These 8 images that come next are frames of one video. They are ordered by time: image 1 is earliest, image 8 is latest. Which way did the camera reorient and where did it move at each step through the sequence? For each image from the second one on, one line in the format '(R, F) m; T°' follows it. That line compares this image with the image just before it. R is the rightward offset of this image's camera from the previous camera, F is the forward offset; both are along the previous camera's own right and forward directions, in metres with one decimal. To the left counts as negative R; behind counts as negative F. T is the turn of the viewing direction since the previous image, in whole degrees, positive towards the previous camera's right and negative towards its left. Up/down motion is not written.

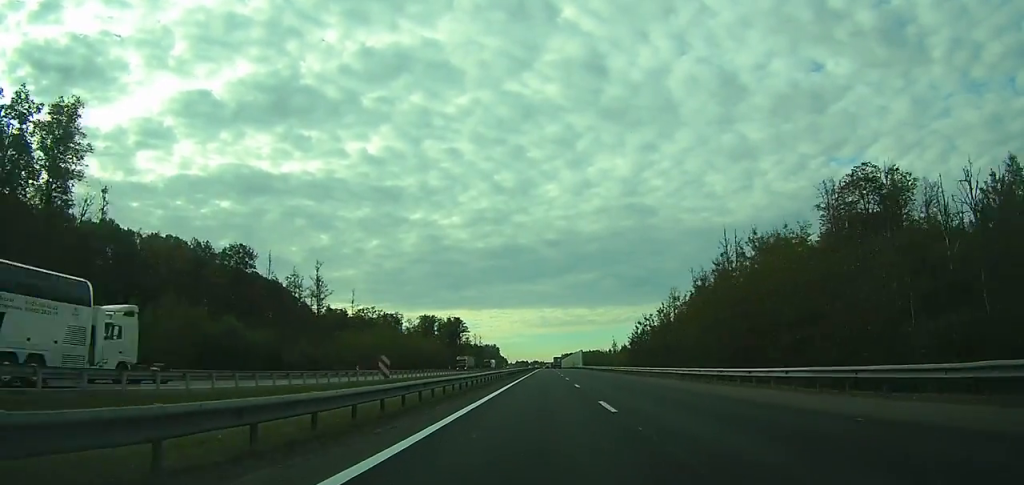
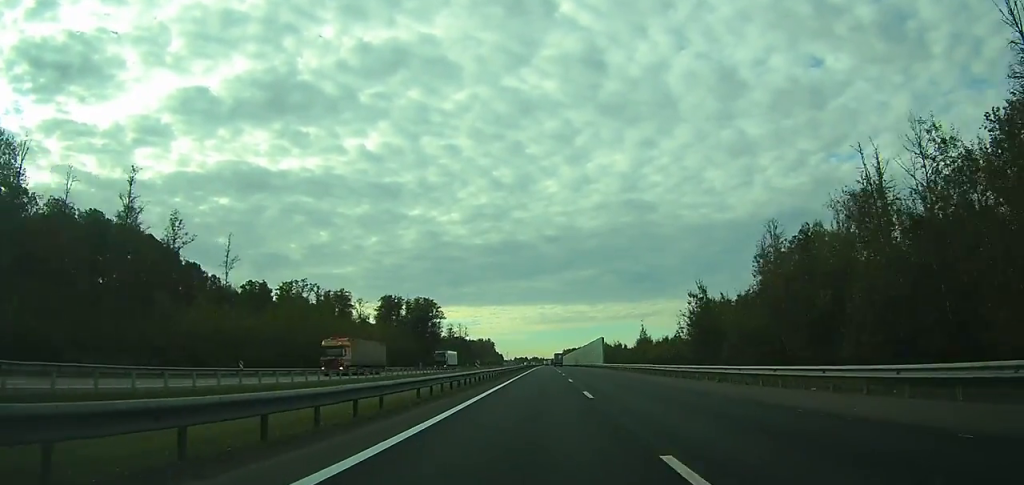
(+0.1, +61.5) m; 0°
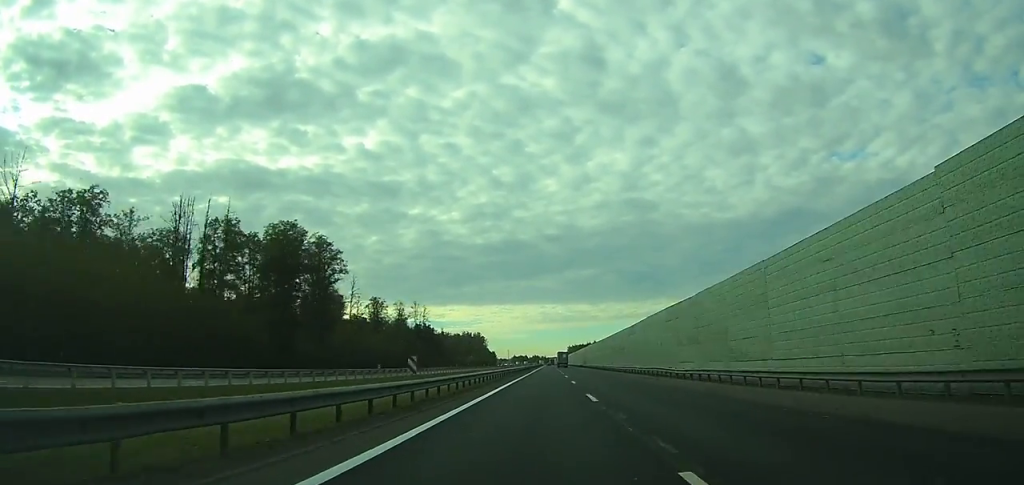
(0.0, +96.9) m; 0°
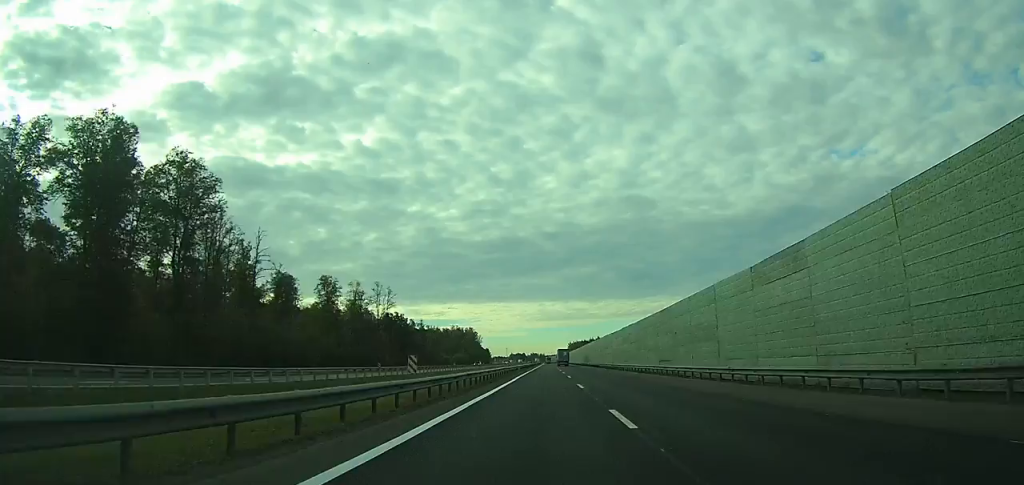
(0.0, +38.2) m; 0°
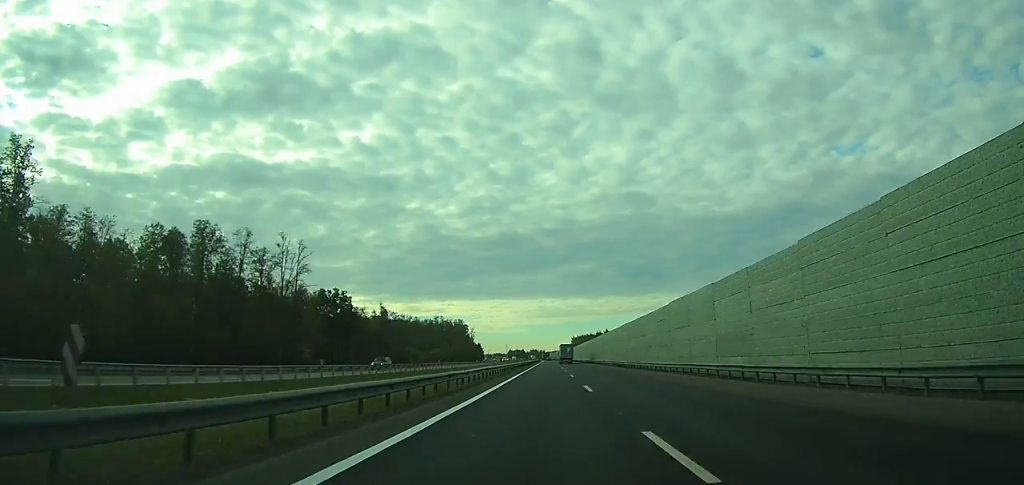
(0.0, +50.5) m; 0°
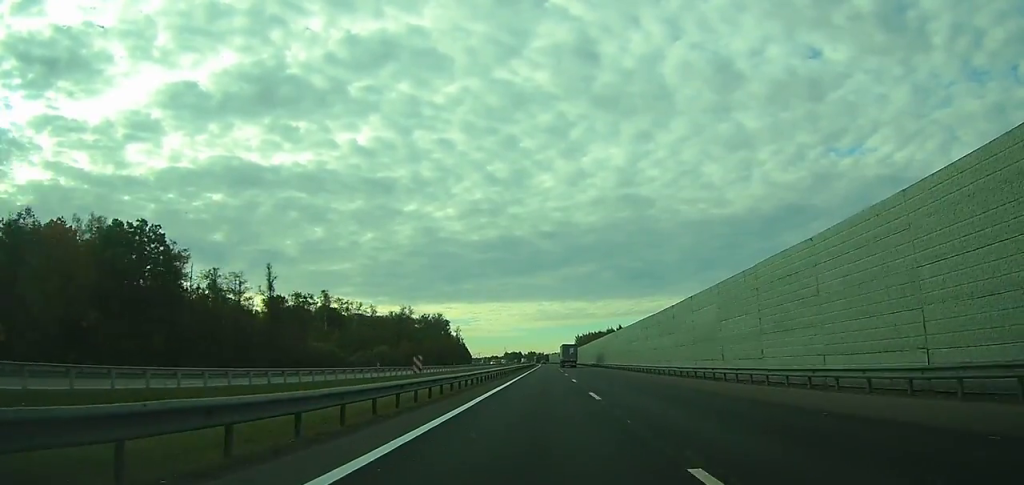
(0.0, +68.5) m; 0°
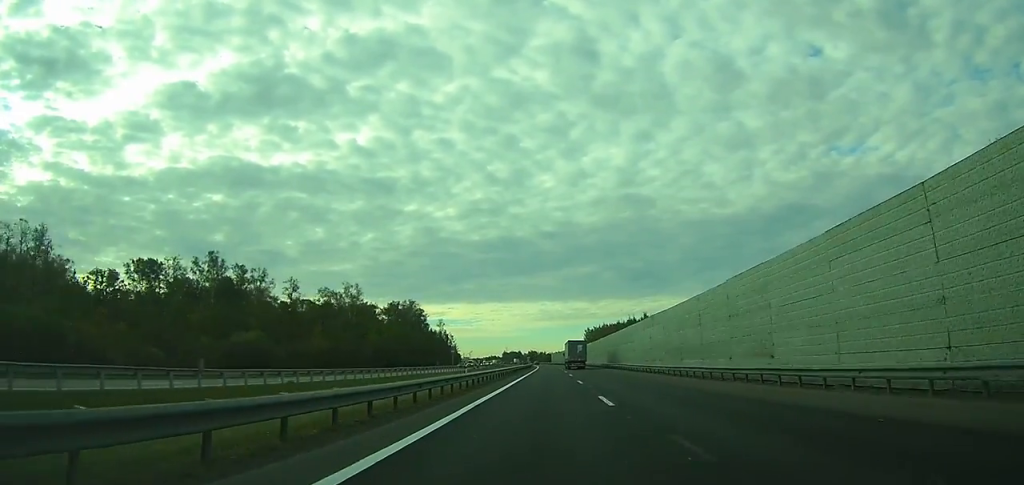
(0.0, +69.8) m; 0°
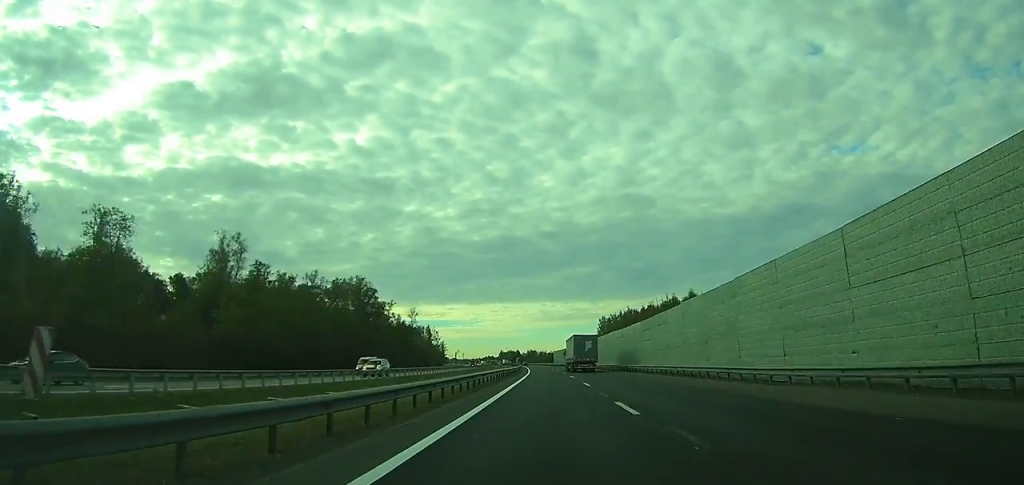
(-0.1, +67.8) m; 0°
